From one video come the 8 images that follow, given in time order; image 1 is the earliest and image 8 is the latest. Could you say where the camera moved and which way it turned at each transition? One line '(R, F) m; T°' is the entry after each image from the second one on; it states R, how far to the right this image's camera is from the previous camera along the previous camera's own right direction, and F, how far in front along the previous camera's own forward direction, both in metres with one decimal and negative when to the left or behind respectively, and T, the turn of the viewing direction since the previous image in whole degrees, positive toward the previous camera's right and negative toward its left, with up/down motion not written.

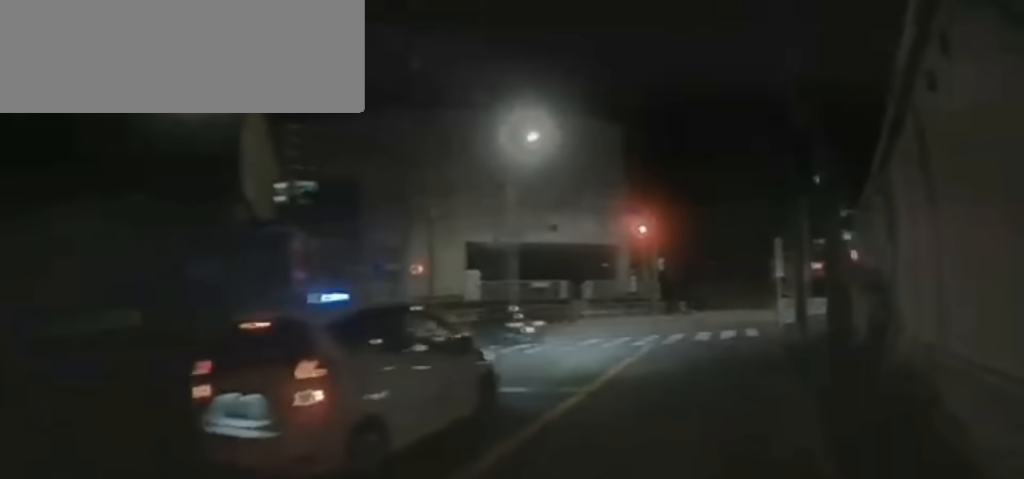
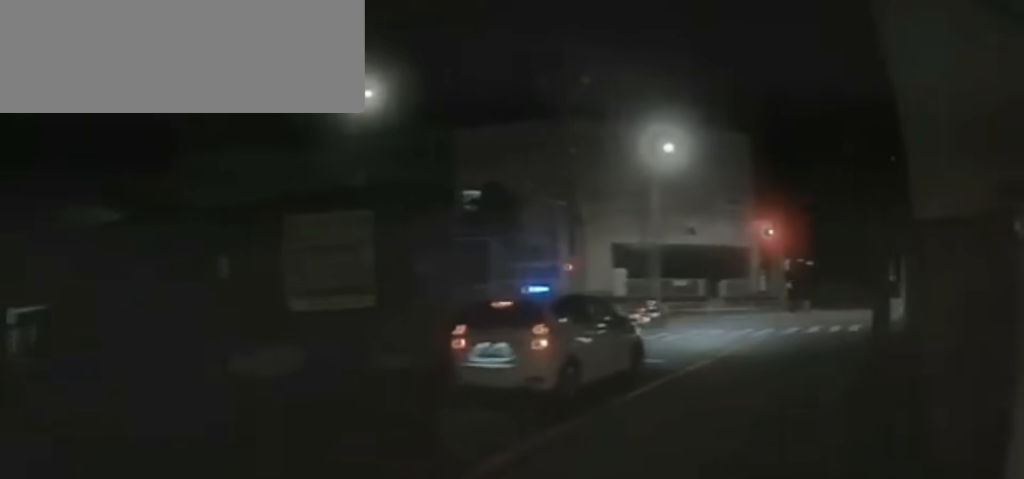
(0.0, +3.6) m; -4°
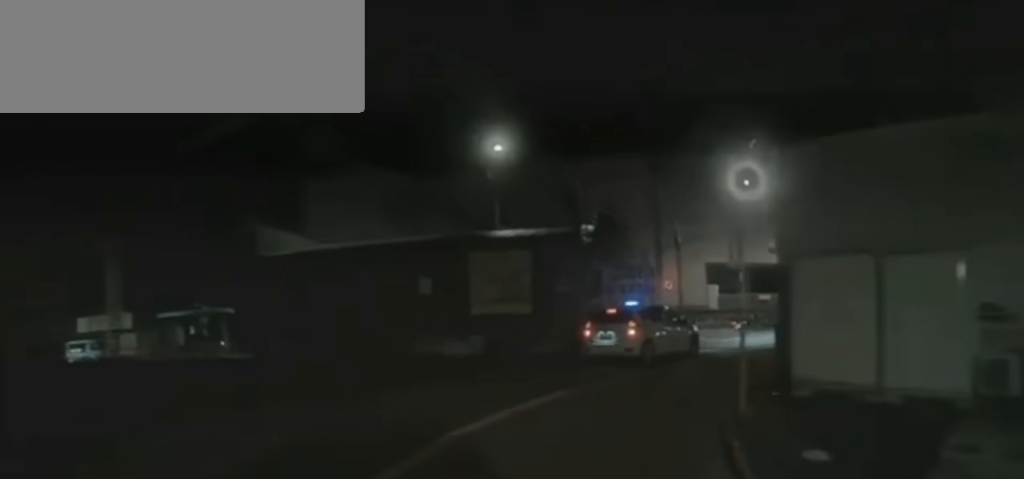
(-0.4, +6.5) m; -15°
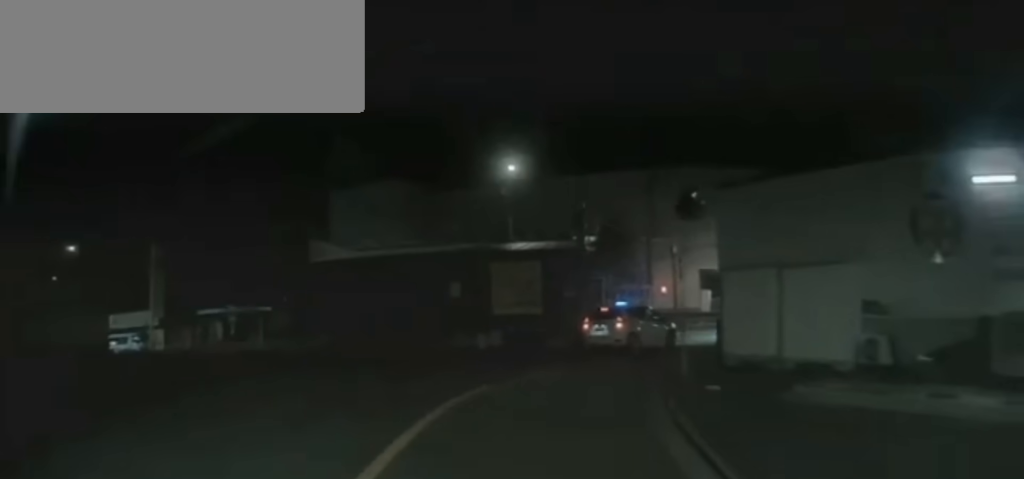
(-0.7, +4.1) m; -7°
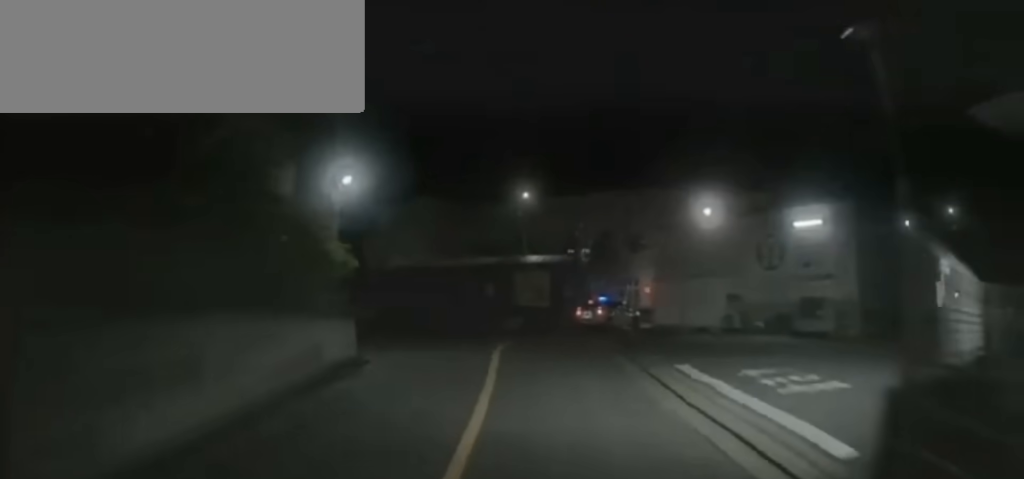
(-0.6, +10.1) m; -3°
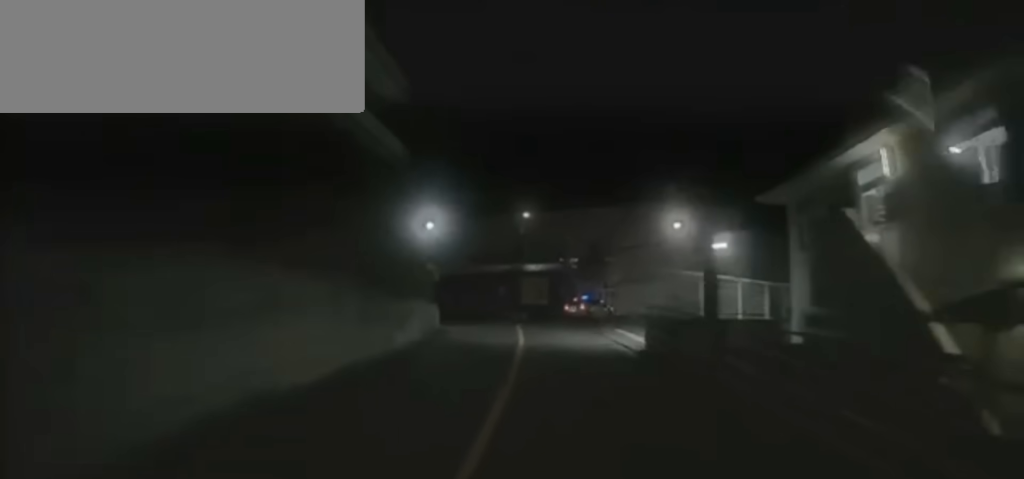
(0.0, +10.0) m; 0°
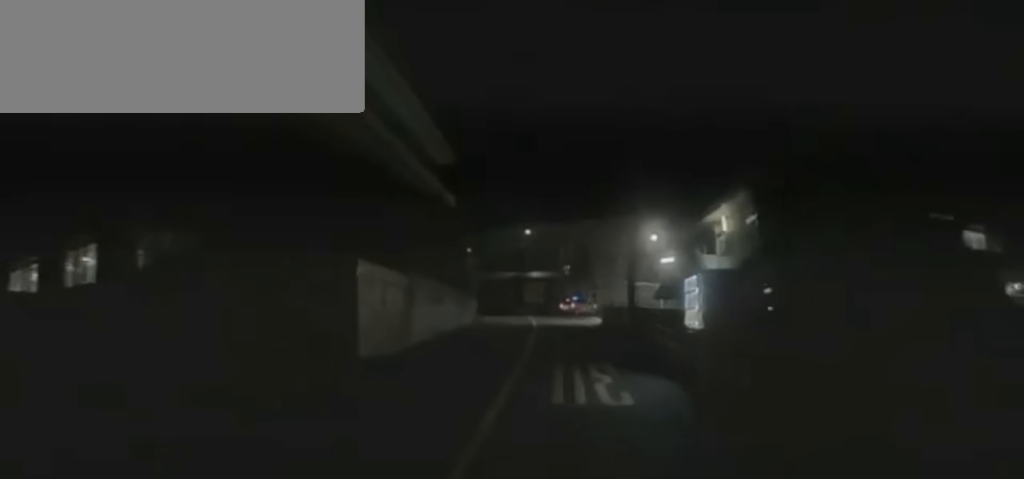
(0.0, +12.5) m; 0°
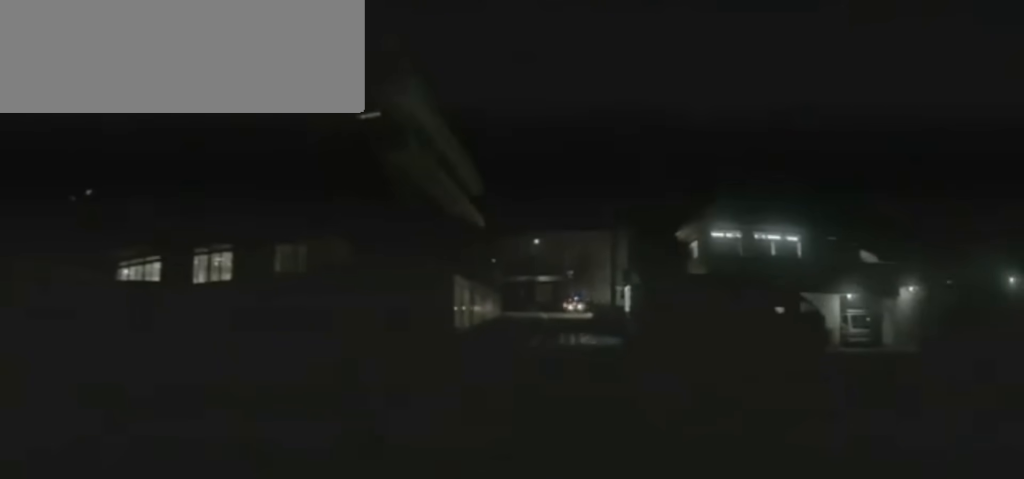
(0.0, +11.3) m; 0°
